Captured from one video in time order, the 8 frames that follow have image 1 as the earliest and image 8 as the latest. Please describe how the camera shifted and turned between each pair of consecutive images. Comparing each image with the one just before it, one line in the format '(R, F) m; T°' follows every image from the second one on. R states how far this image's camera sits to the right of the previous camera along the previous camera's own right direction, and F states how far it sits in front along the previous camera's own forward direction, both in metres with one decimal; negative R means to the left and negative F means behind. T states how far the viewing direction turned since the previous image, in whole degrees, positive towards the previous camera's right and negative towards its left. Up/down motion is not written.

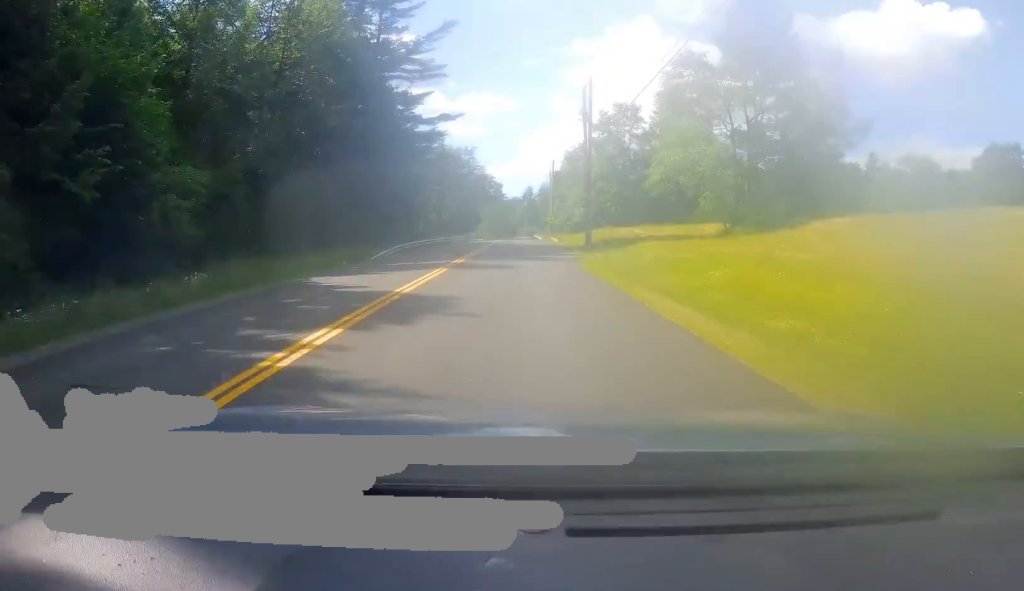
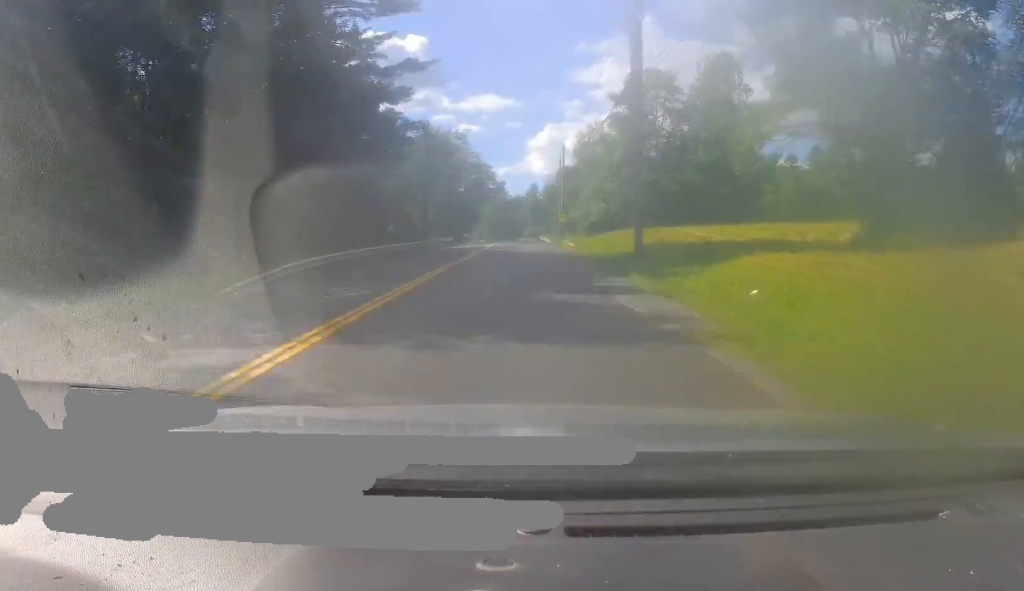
(+0.5, +19.5) m; +2°
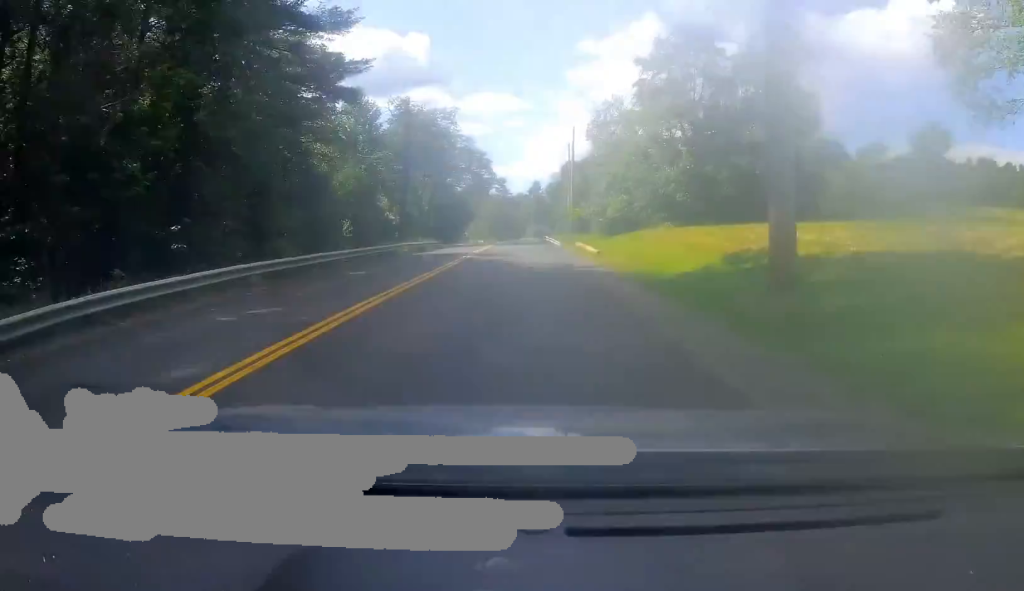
(0.0, +15.2) m; -1°
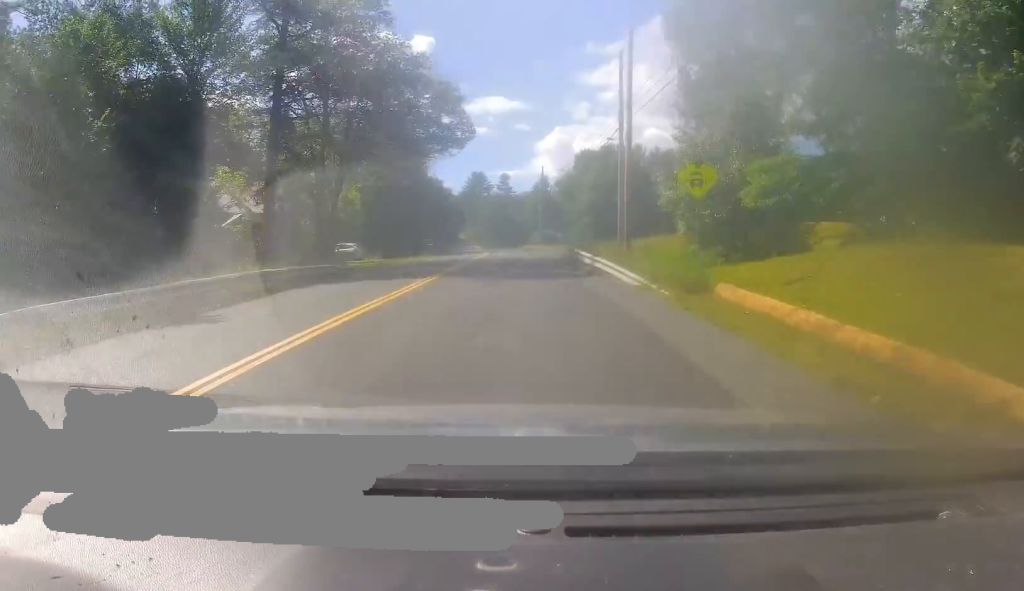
(-0.2, +37.1) m; 0°
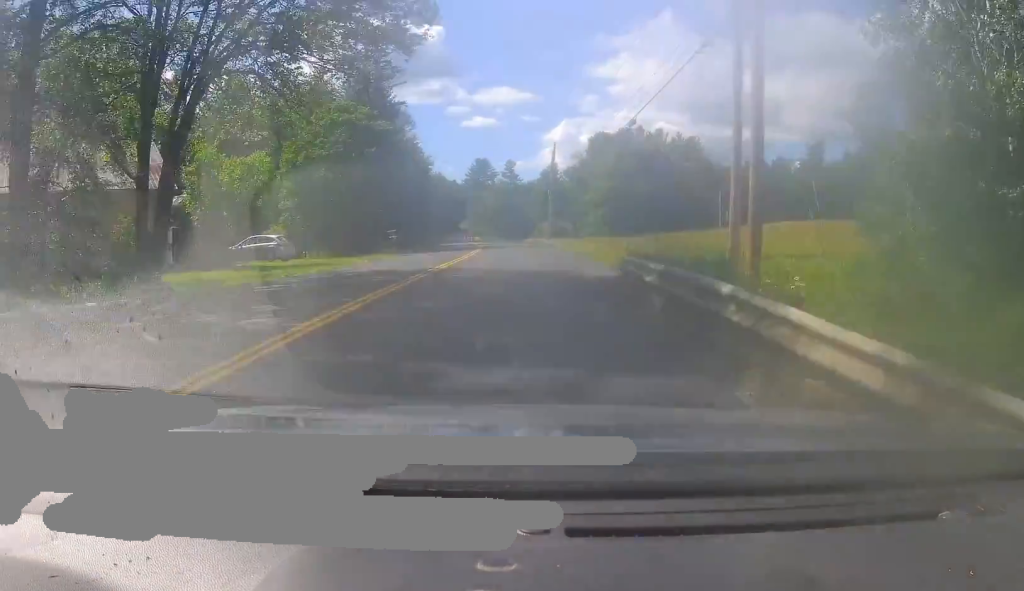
(0.0, +19.1) m; -1°
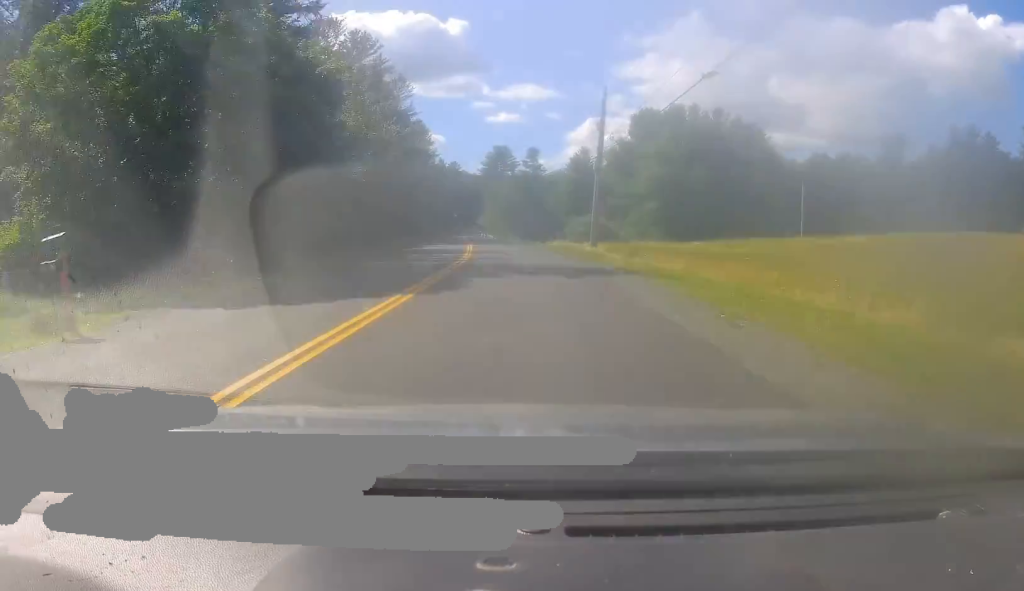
(-0.7, +30.8) m; -3°
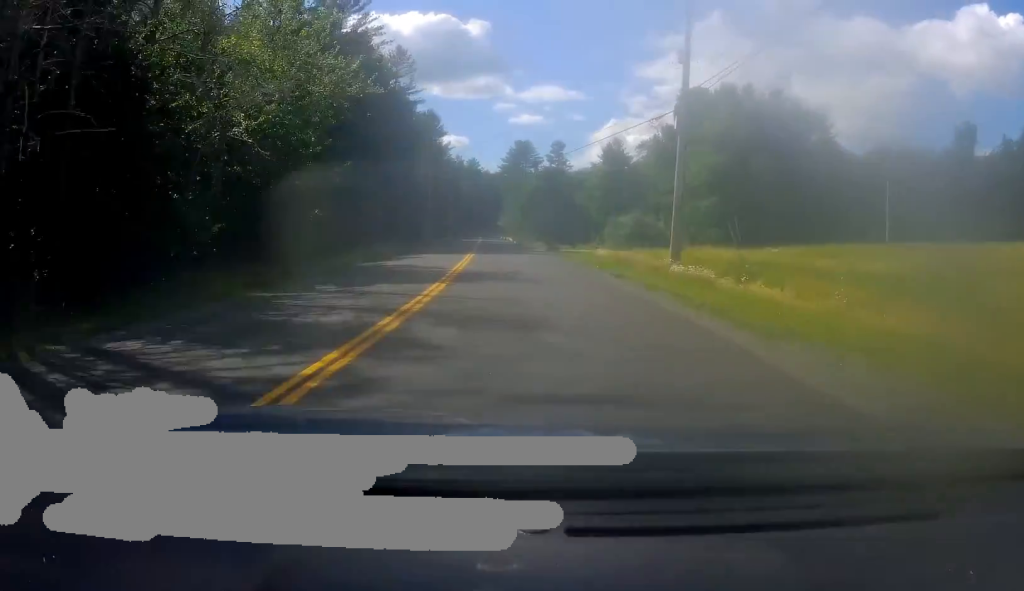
(-0.3, +18.5) m; -1°
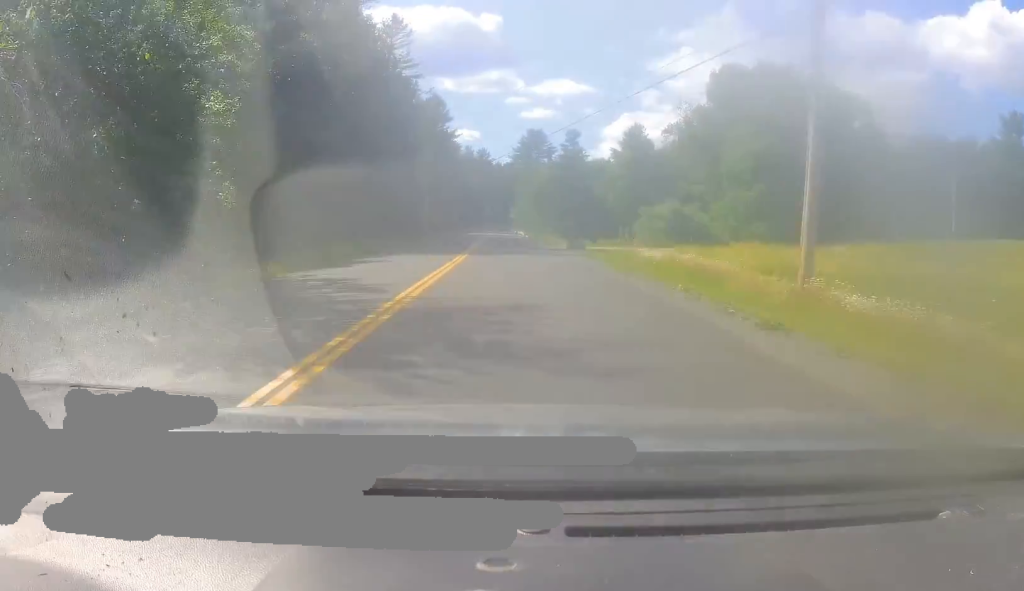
(0.0, +12.5) m; 0°
